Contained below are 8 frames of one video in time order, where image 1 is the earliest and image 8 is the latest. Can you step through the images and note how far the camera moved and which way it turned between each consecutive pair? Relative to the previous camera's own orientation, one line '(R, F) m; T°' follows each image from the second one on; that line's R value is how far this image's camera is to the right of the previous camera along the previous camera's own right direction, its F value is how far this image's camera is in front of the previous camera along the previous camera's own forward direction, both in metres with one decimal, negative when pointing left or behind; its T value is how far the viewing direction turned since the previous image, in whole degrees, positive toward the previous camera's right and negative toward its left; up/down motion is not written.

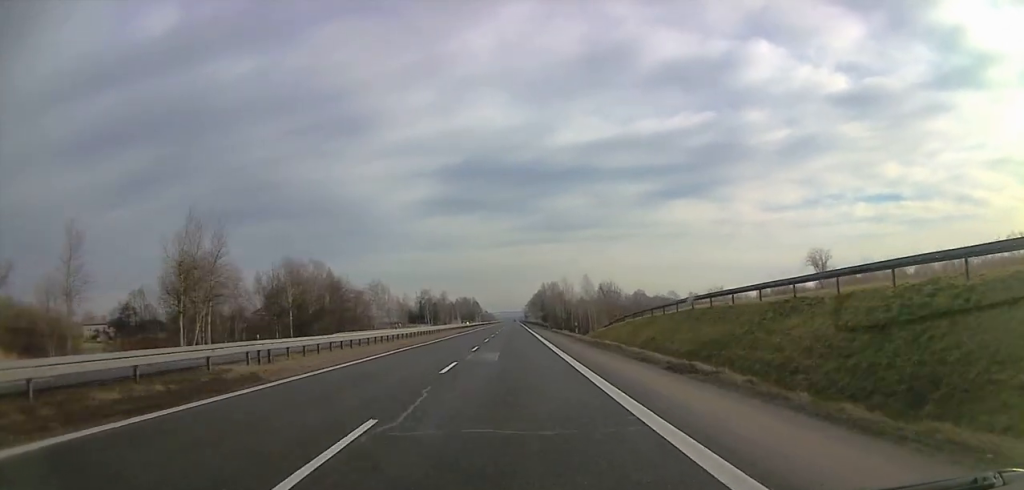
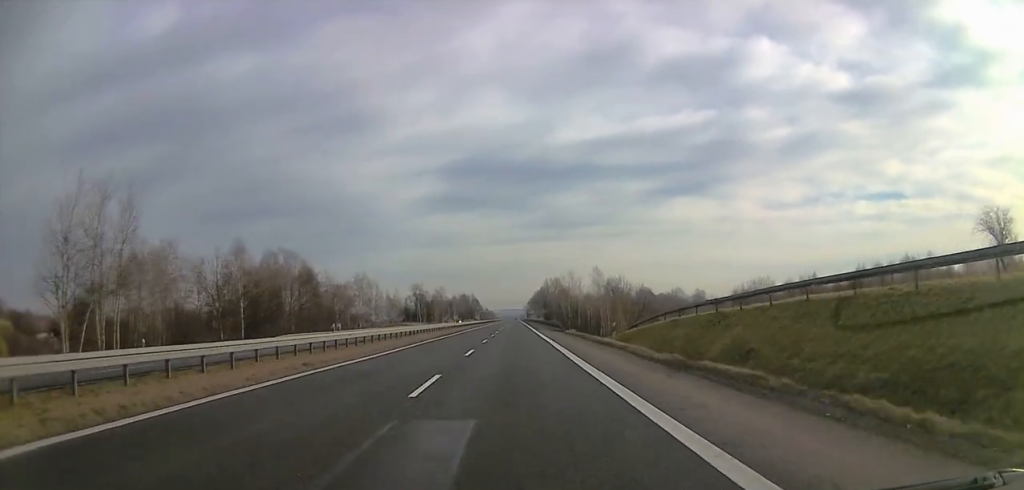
(-0.1, +18.4) m; 0°
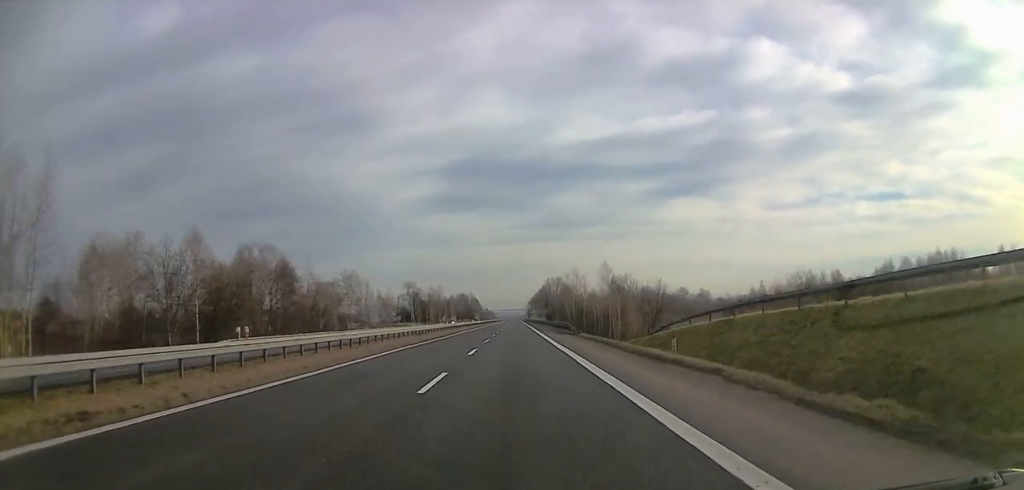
(-0.1, +11.6) m; +1°
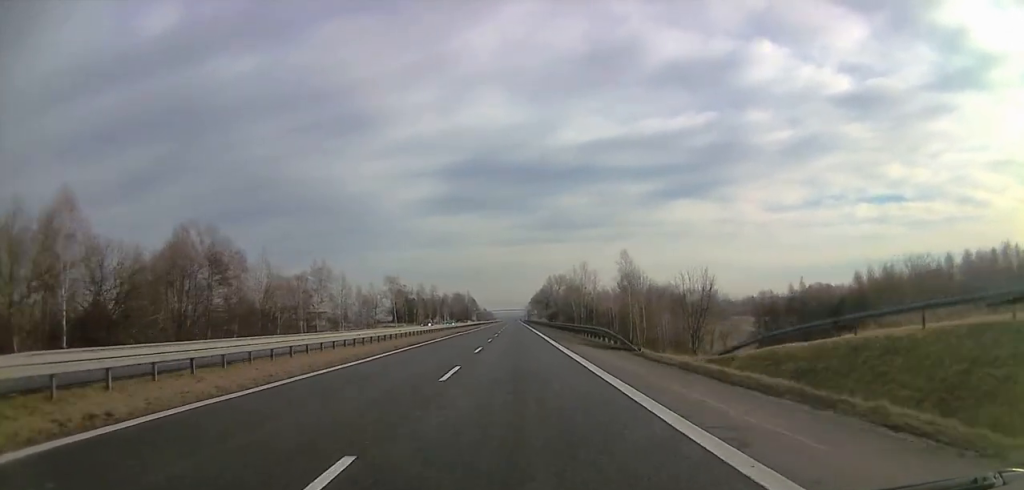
(+0.4, +22.3) m; 0°
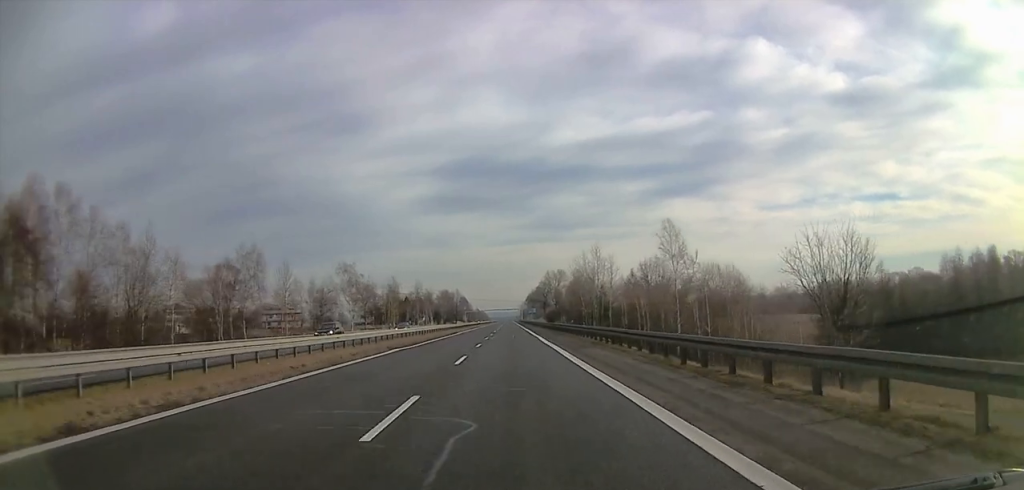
(-0.5, +34.0) m; 0°
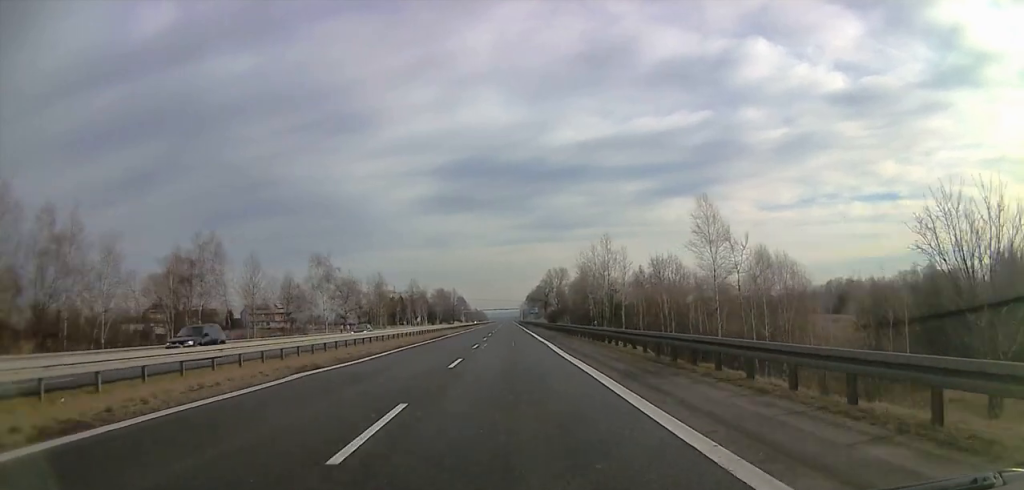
(+0.2, +15.5) m; 0°
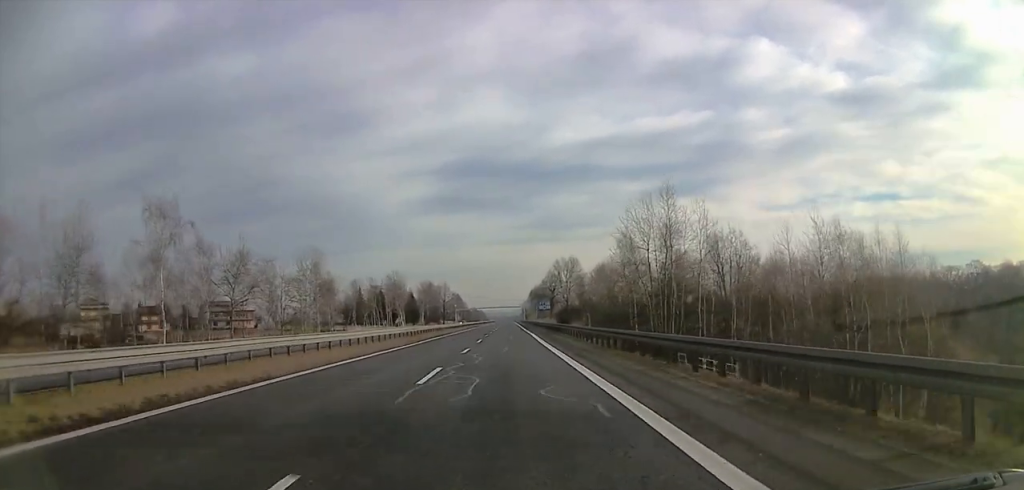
(+0.3, +46.7) m; +1°
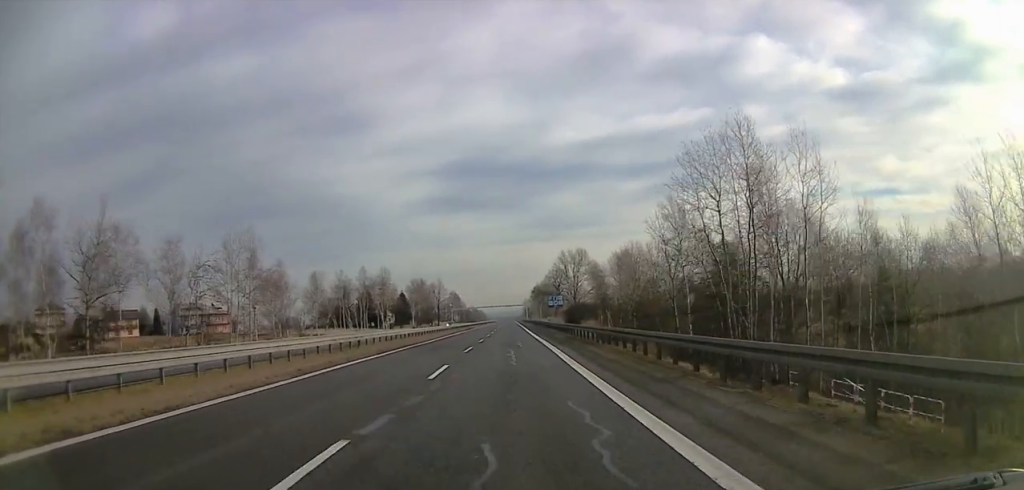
(+0.1, +22.3) m; 0°
